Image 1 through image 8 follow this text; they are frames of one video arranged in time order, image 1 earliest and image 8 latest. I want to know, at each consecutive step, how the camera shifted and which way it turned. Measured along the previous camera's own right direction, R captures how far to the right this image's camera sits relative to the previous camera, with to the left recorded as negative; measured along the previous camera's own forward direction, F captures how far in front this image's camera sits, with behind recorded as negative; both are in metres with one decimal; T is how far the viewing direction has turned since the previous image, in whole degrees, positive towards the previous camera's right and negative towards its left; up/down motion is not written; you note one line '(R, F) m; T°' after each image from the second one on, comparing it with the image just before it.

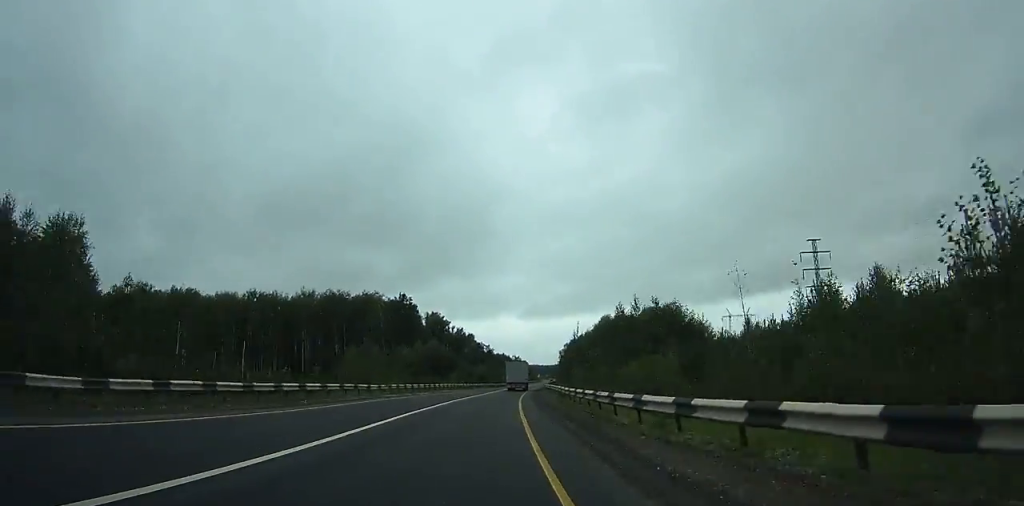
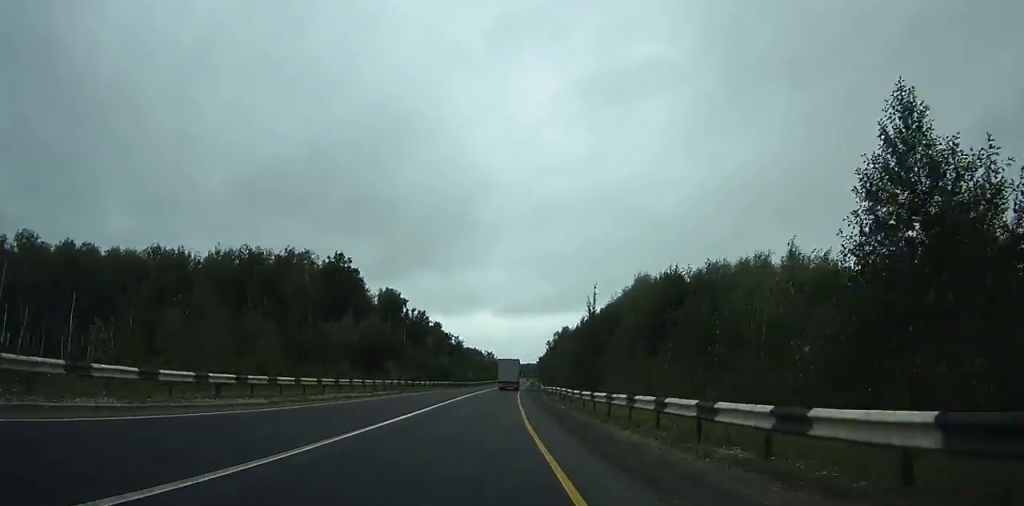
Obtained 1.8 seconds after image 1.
(+1.2, +39.6) m; +3°
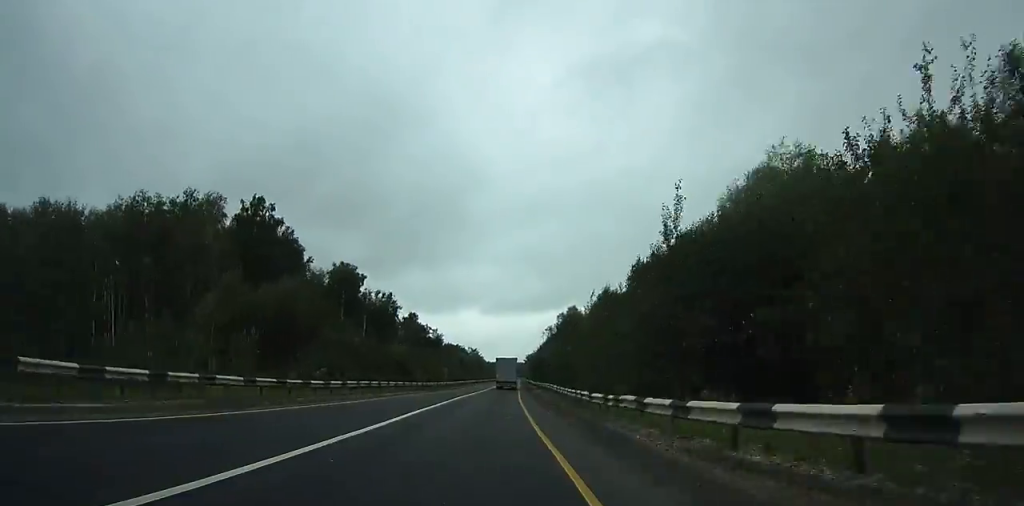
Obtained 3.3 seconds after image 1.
(+1.0, +32.4) m; +2°
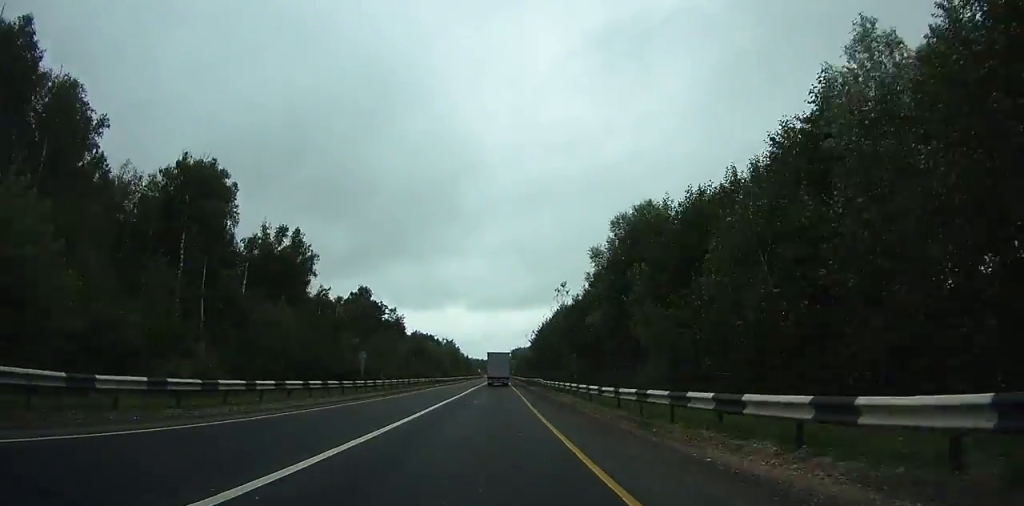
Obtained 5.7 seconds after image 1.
(+1.4, +54.4) m; +2°
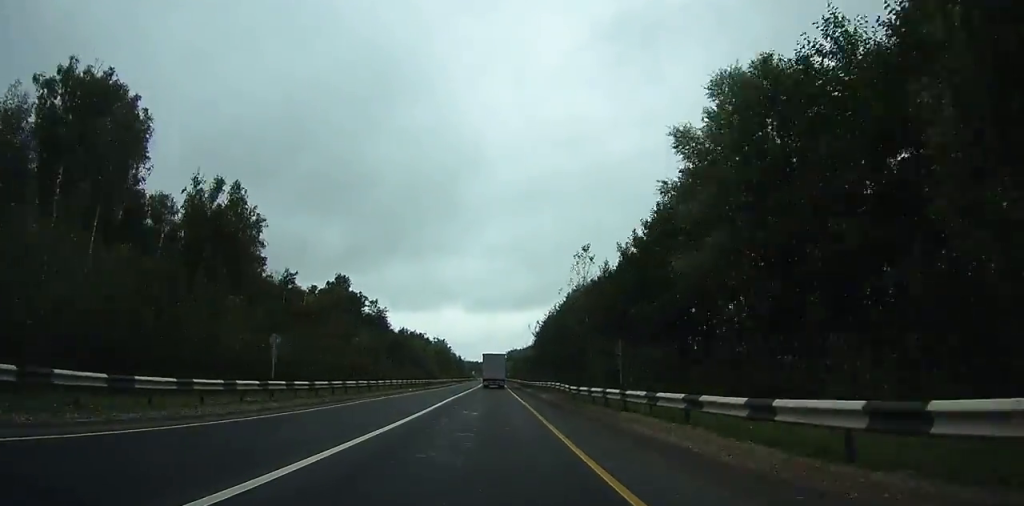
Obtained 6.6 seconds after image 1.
(+0.1, +19.1) m; 0°
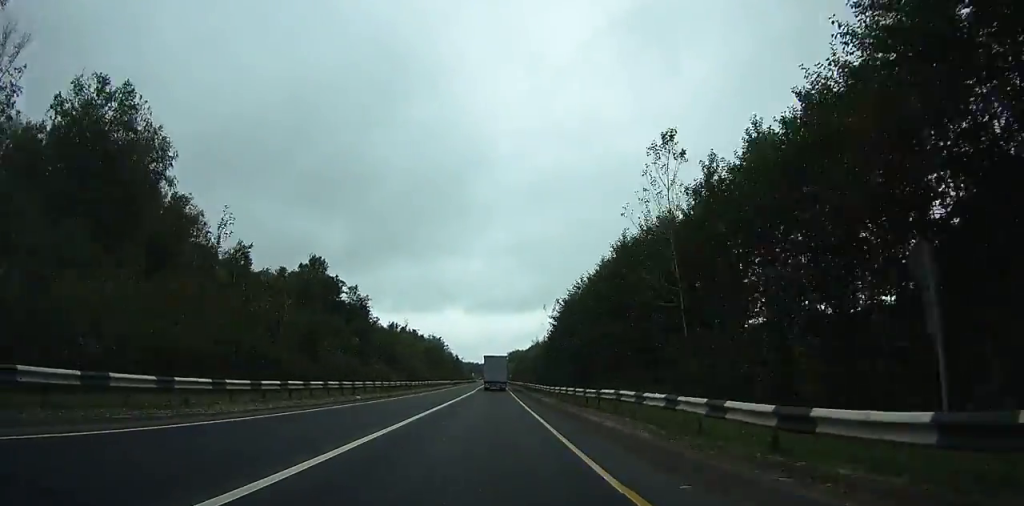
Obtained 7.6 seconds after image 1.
(+0.1, +22.0) m; 0°
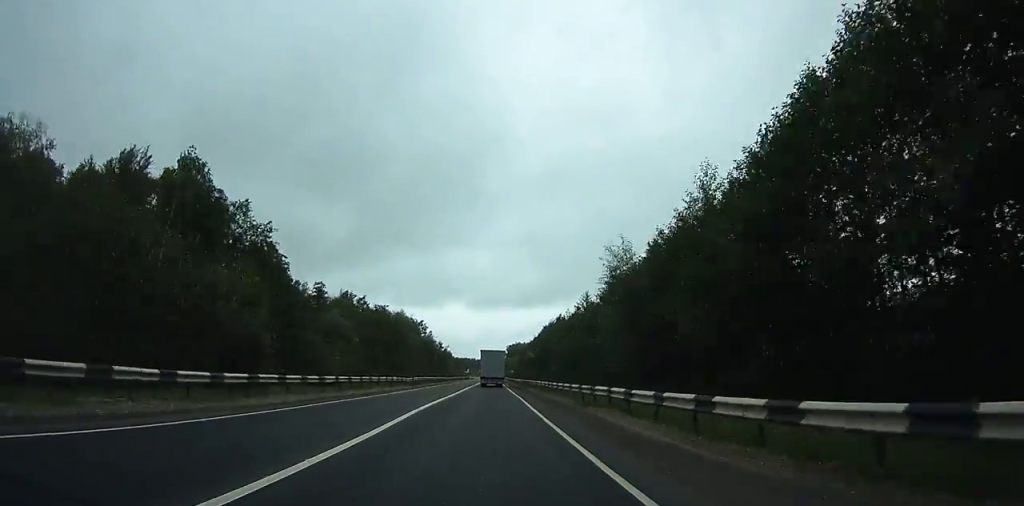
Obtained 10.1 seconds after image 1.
(+0.4, +54.1) m; +1°
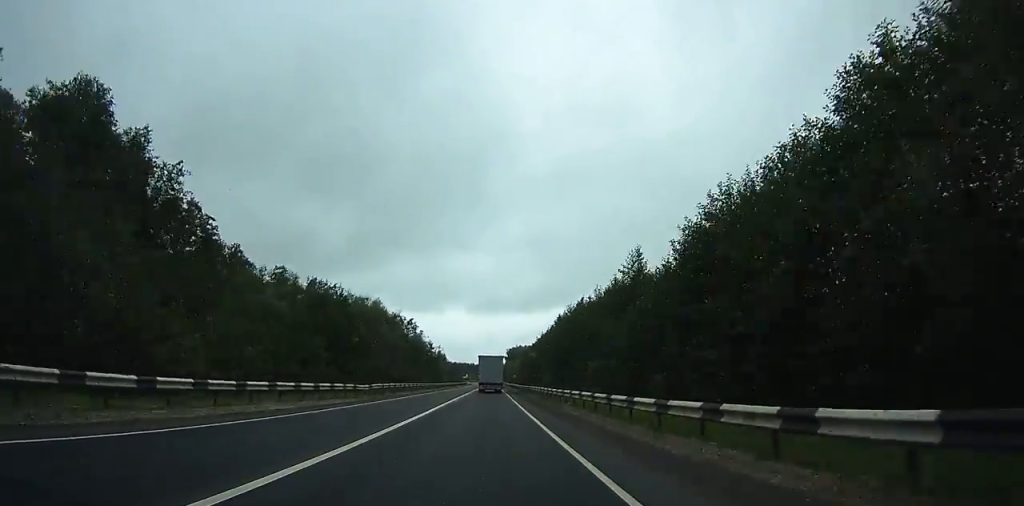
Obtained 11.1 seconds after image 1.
(+0.1, +21.7) m; 0°
